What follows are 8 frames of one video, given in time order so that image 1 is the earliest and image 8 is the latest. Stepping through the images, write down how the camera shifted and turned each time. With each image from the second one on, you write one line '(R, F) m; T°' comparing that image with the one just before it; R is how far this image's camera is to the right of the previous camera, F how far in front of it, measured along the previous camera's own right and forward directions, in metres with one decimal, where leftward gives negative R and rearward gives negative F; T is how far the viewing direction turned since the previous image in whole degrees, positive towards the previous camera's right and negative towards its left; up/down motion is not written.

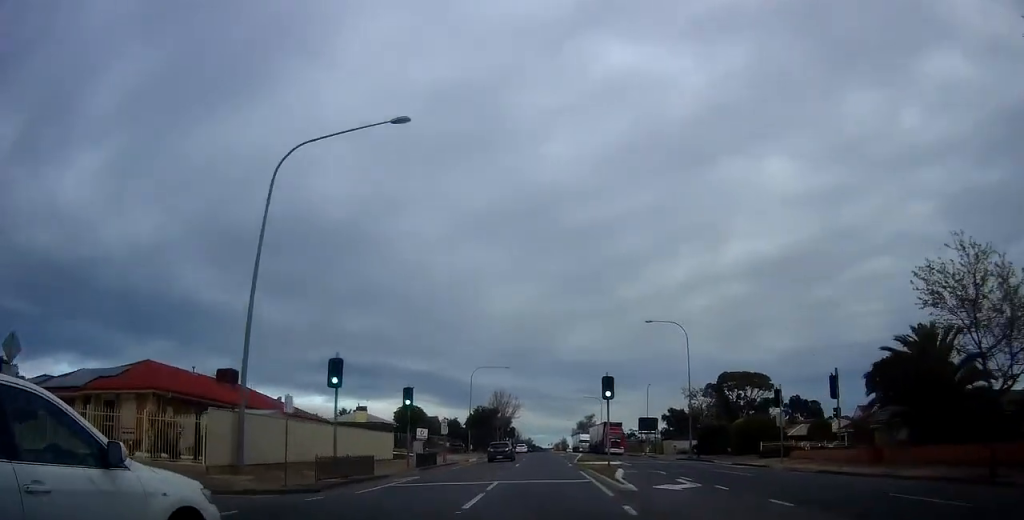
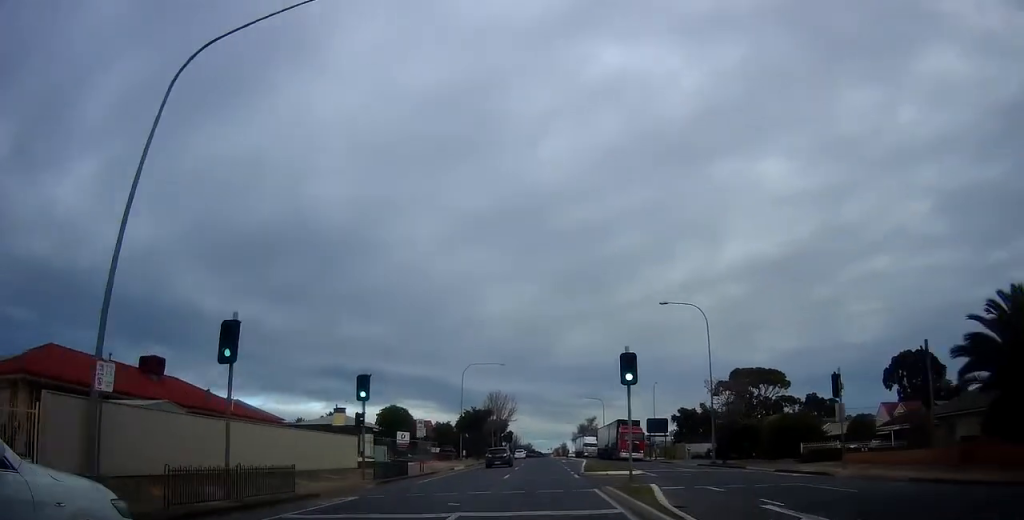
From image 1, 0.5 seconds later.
(+0.2, +7.6) m; +1°
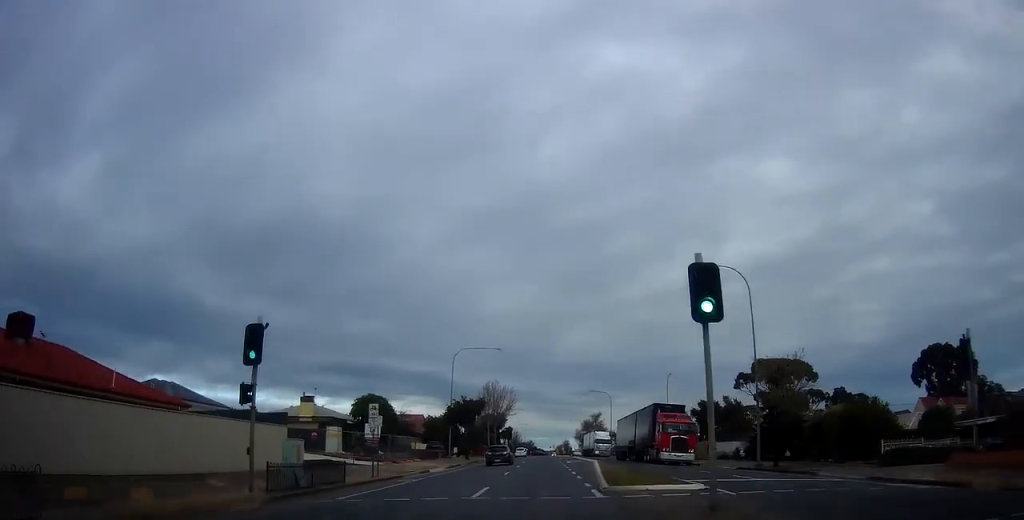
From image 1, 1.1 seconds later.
(+0.1, +9.7) m; +1°
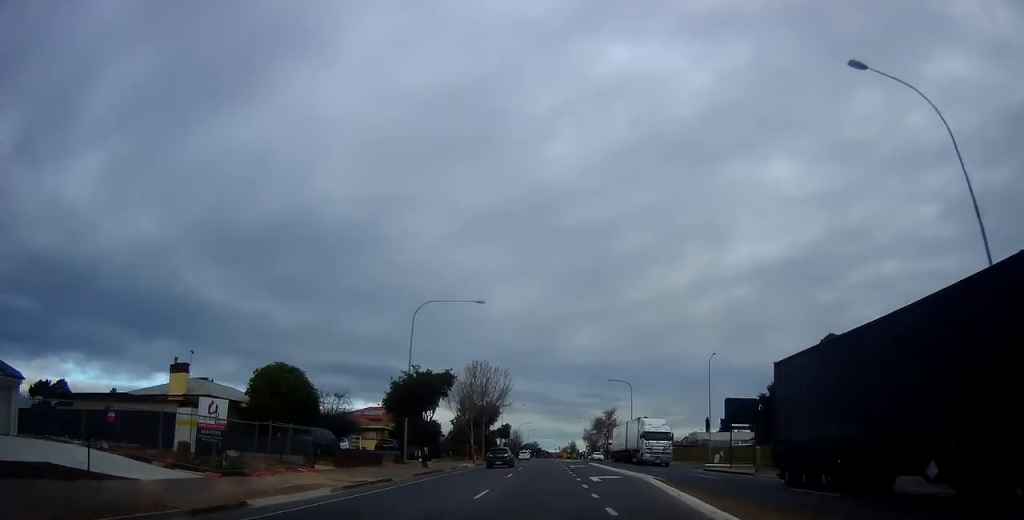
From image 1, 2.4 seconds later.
(-0.2, +22.1) m; -3°
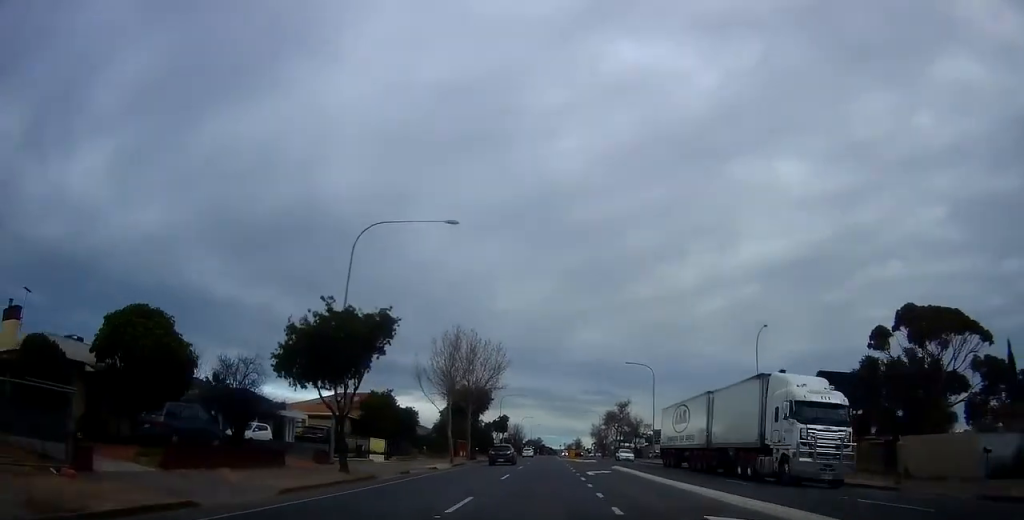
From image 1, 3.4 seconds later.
(-0.4, +15.7) m; -1°
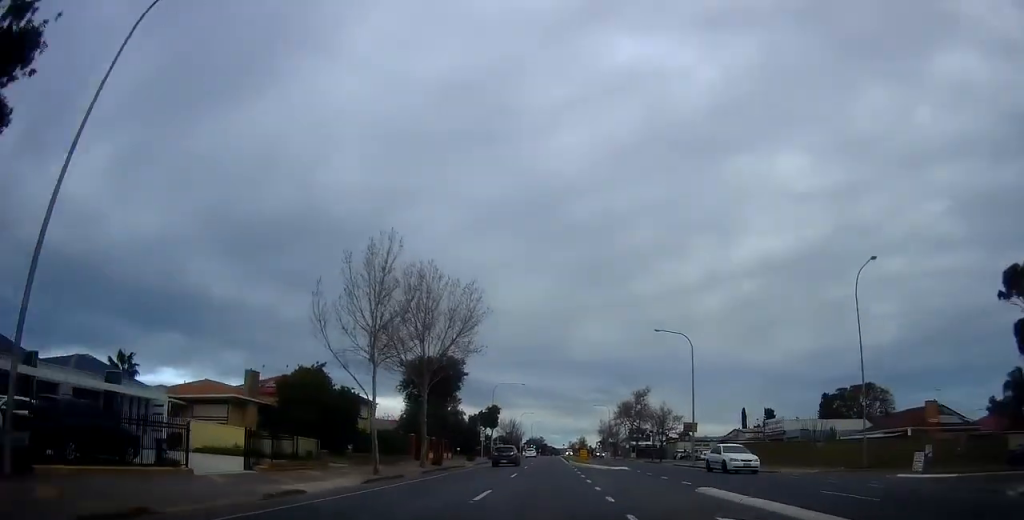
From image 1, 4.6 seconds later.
(+0.4, +20.1) m; +1°
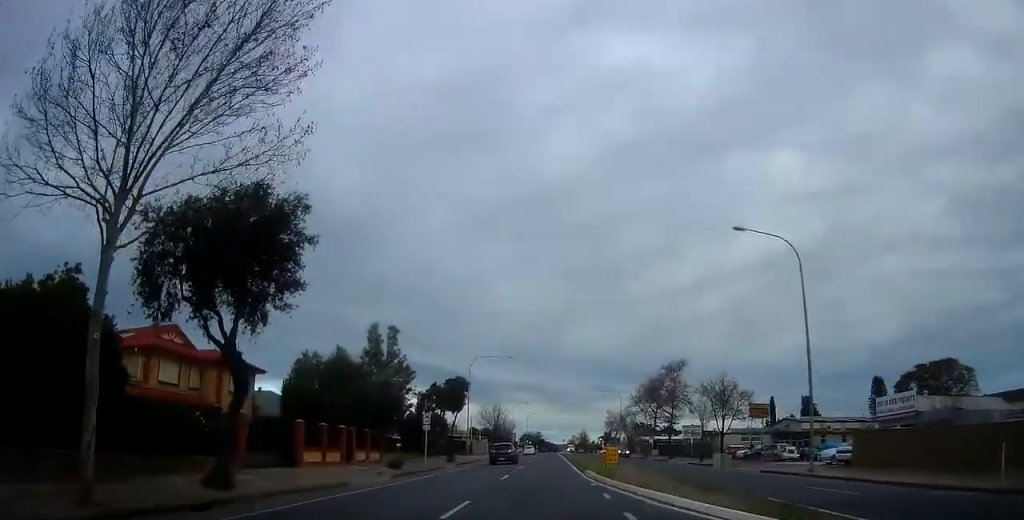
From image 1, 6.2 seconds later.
(-0.5, +26.4) m; -1°
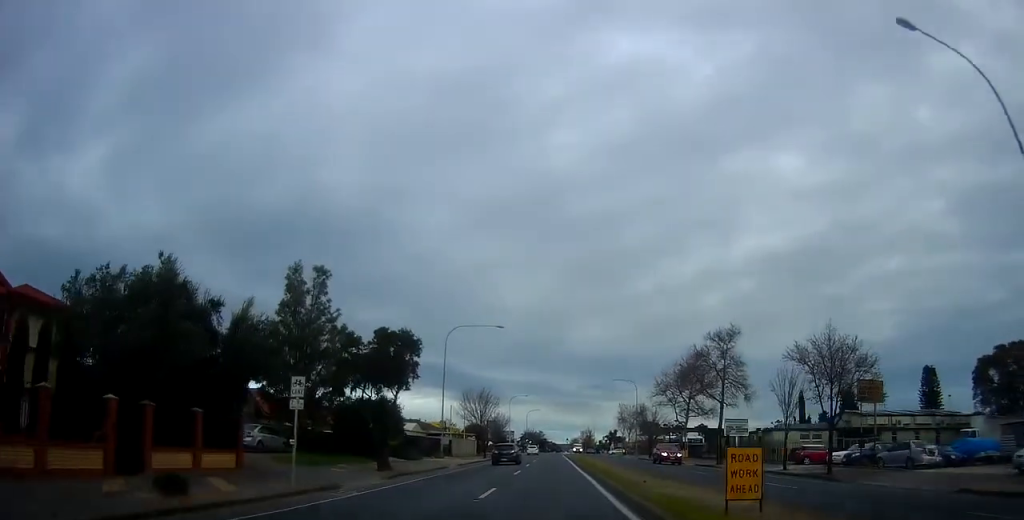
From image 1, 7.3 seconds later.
(+0.2, +18.4) m; +1°
